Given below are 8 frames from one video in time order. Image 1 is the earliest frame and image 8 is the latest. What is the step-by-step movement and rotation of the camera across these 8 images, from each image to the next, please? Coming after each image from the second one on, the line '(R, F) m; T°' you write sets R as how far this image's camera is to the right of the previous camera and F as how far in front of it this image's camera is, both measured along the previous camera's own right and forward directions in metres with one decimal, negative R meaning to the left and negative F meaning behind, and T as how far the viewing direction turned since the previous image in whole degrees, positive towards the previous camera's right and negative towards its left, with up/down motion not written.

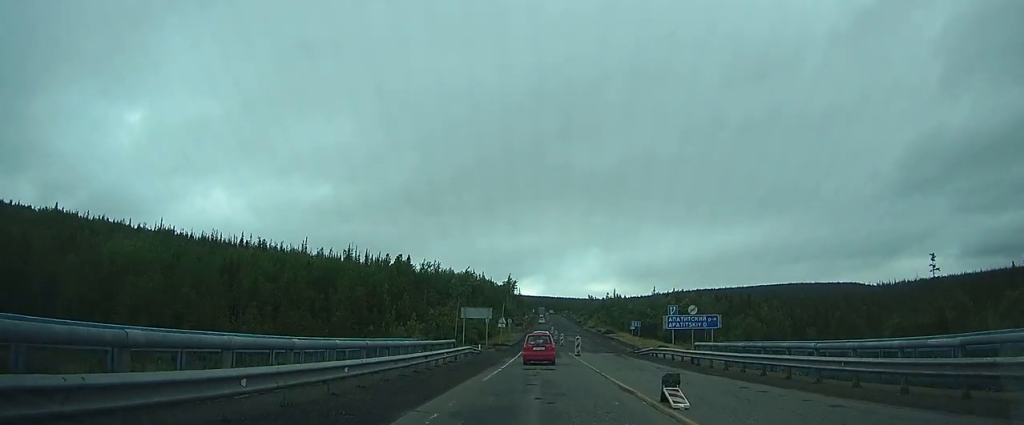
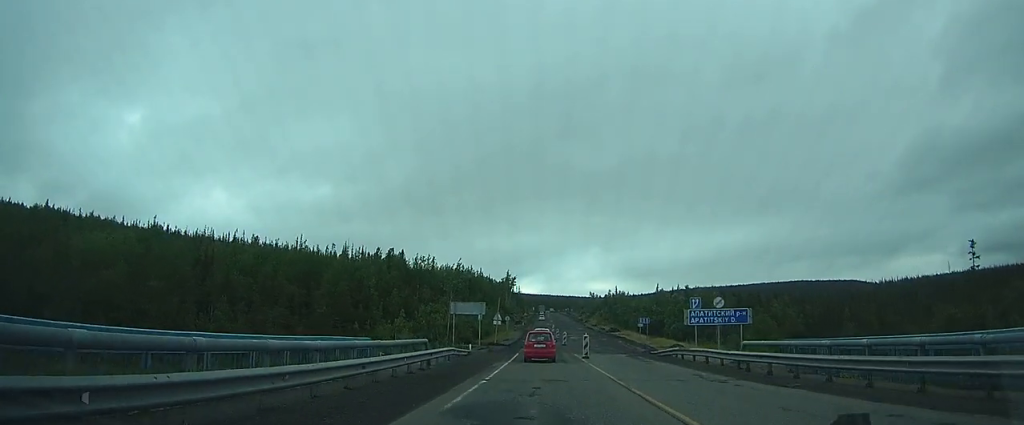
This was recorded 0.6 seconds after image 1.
(-0.1, +7.3) m; -1°
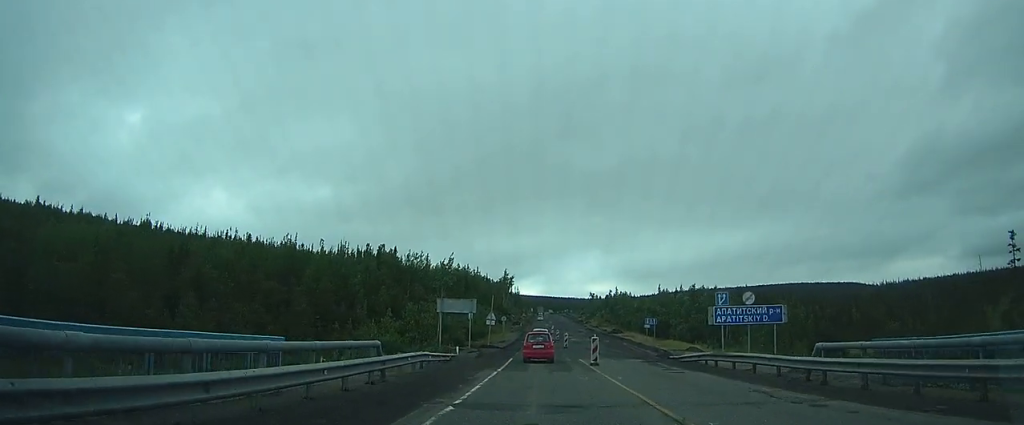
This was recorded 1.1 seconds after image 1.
(0.0, +6.6) m; 0°
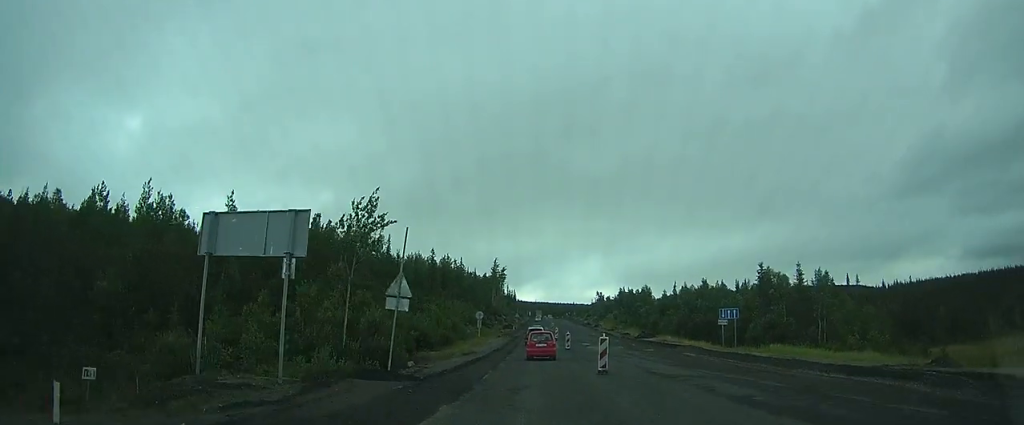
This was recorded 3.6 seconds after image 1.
(0.0, +34.7) m; 0°
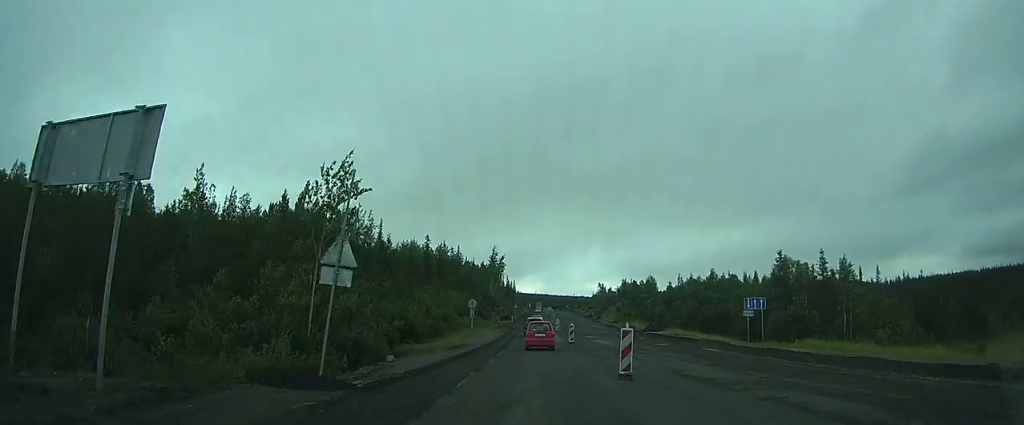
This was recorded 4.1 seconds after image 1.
(0.0, +5.8) m; 0°
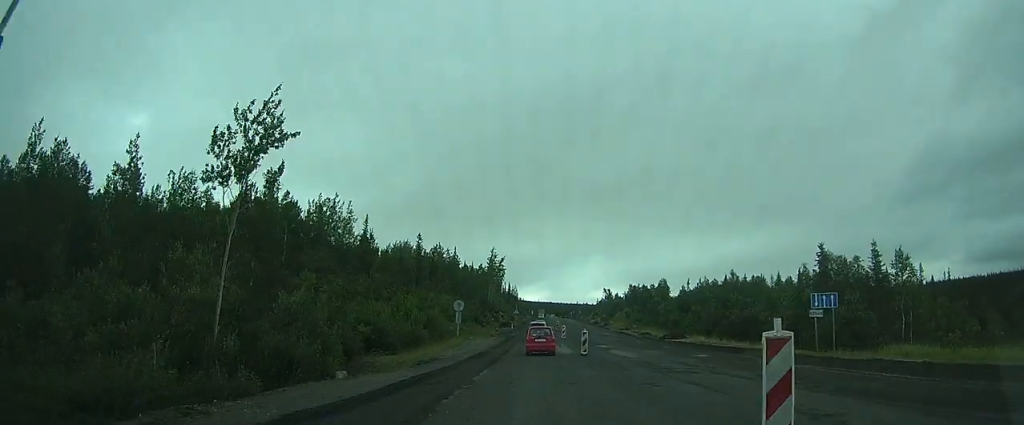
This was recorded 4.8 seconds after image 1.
(-0.1, +9.6) m; +1°
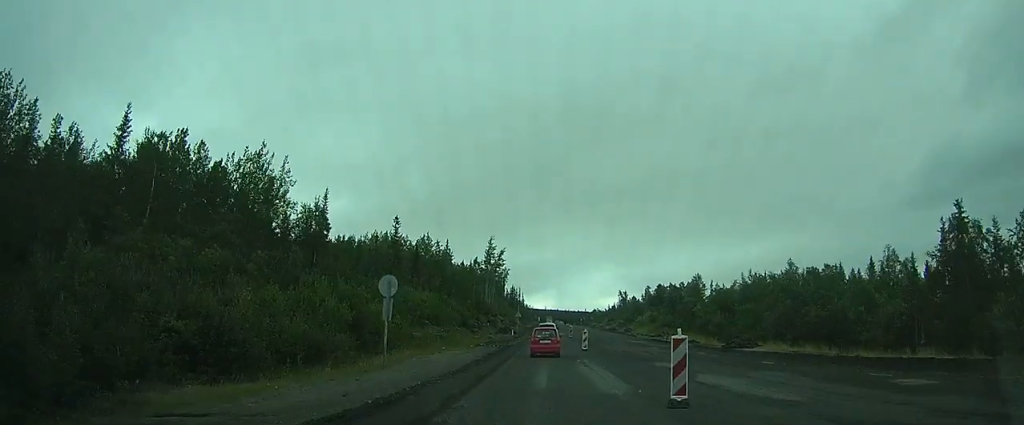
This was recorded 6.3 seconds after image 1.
(+0.4, +19.0) m; +1°
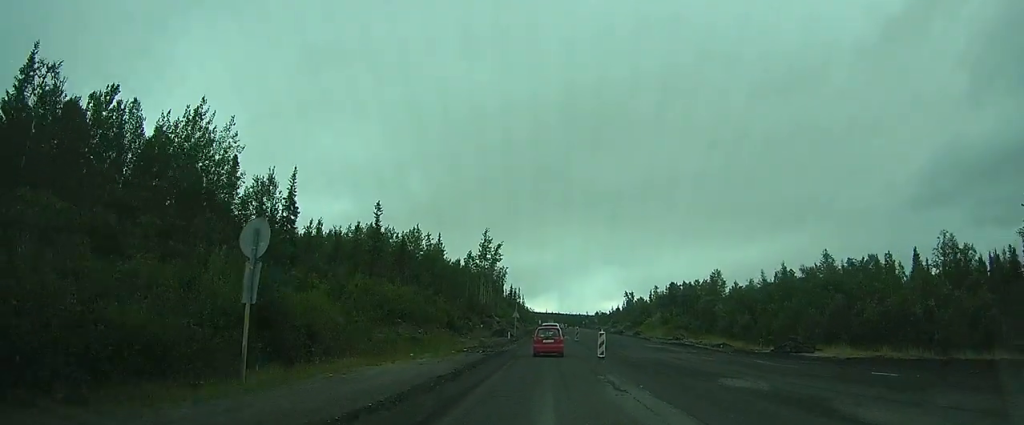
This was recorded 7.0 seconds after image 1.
(0.0, +9.1) m; 0°
